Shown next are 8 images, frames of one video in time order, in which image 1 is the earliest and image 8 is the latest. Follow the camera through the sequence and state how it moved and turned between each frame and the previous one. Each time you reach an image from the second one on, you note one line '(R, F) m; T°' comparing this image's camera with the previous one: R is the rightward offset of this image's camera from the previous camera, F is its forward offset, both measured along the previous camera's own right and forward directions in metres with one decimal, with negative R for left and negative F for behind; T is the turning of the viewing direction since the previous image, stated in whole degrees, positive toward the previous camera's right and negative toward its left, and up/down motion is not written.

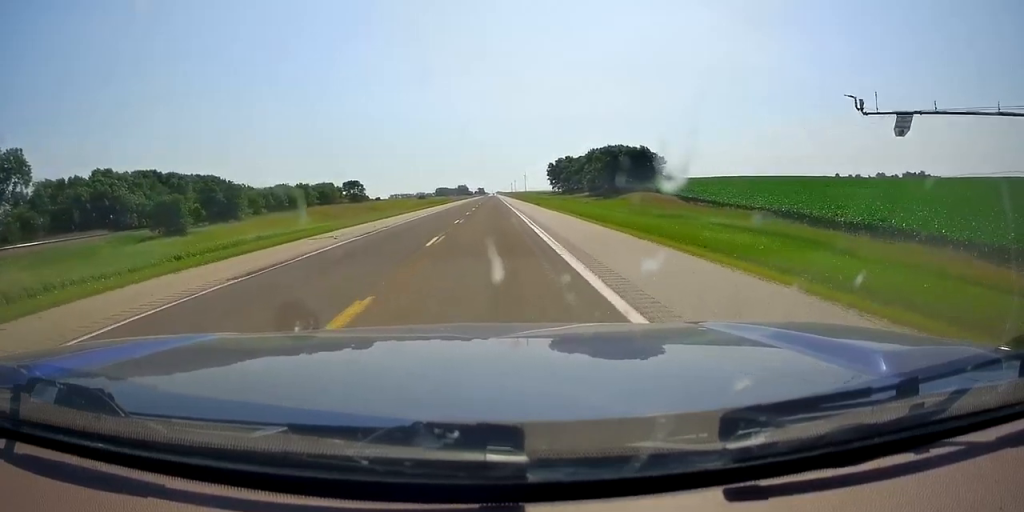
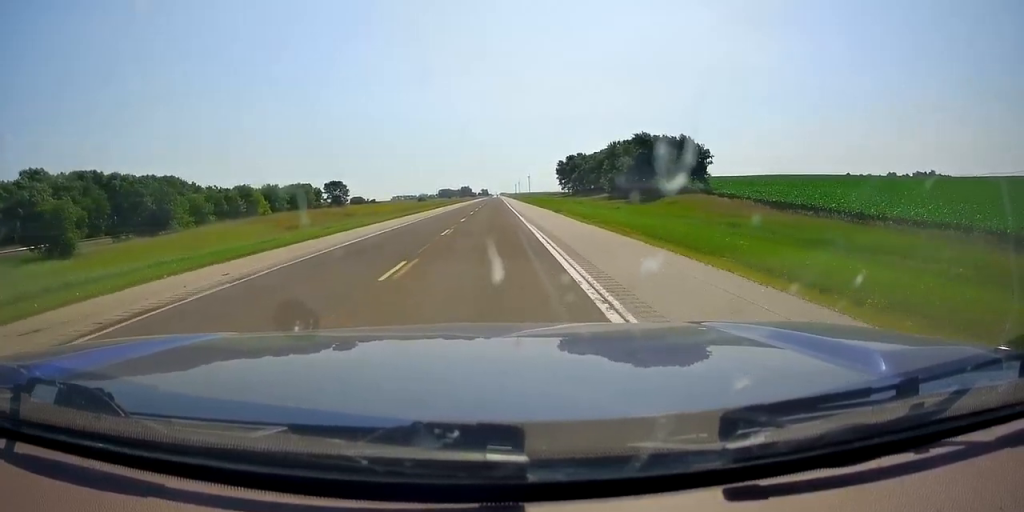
(0.0, +18.9) m; 0°
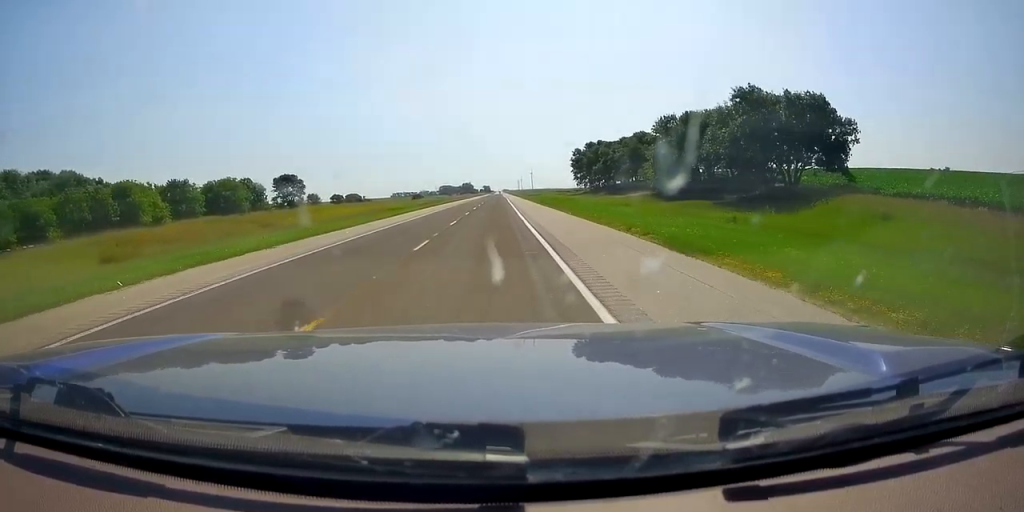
(0.0, +31.2) m; -1°
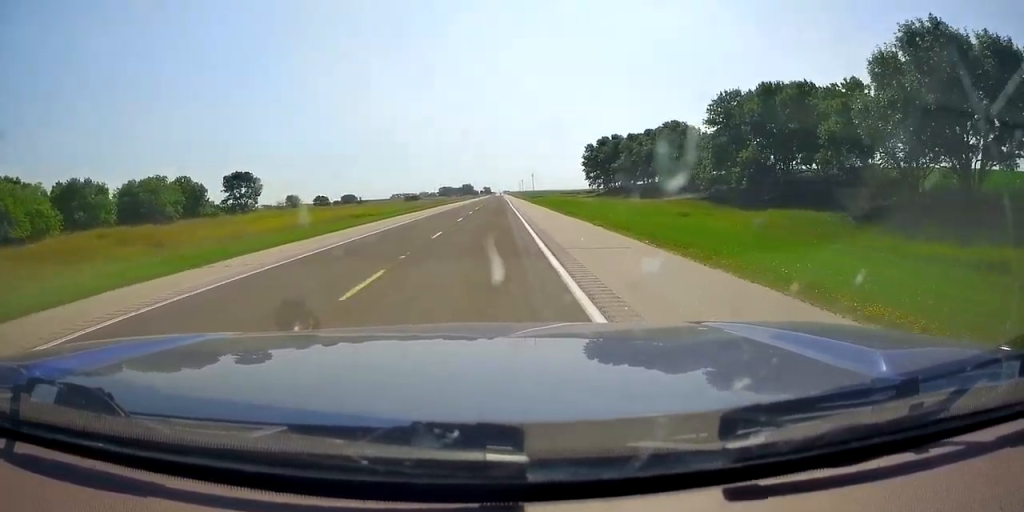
(0.0, +19.5) m; -1°
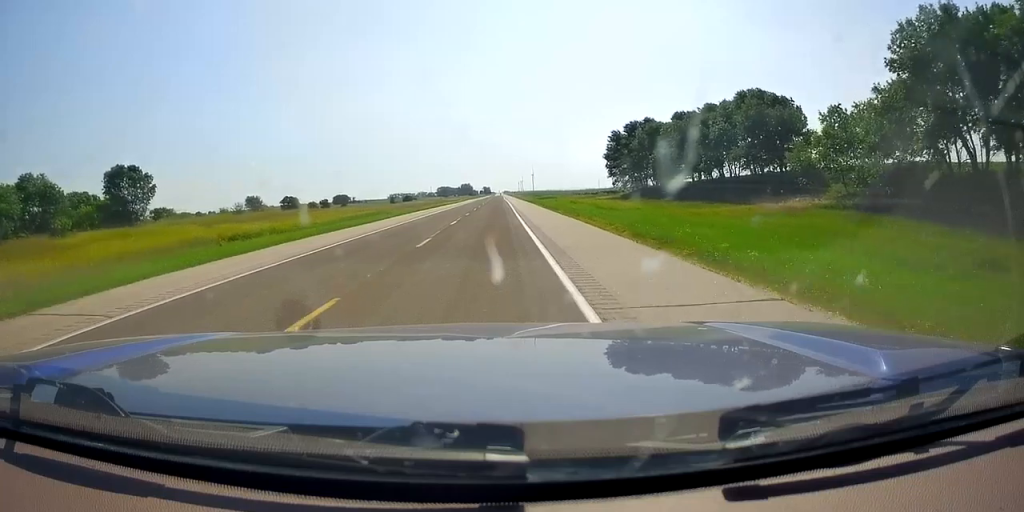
(-0.5, +27.7) m; 0°
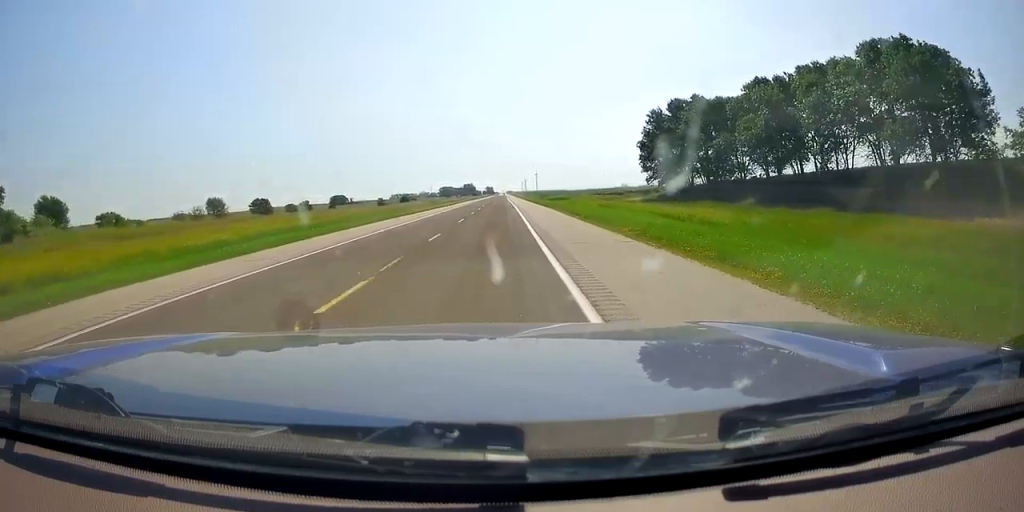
(+0.4, +22.1) m; +1°
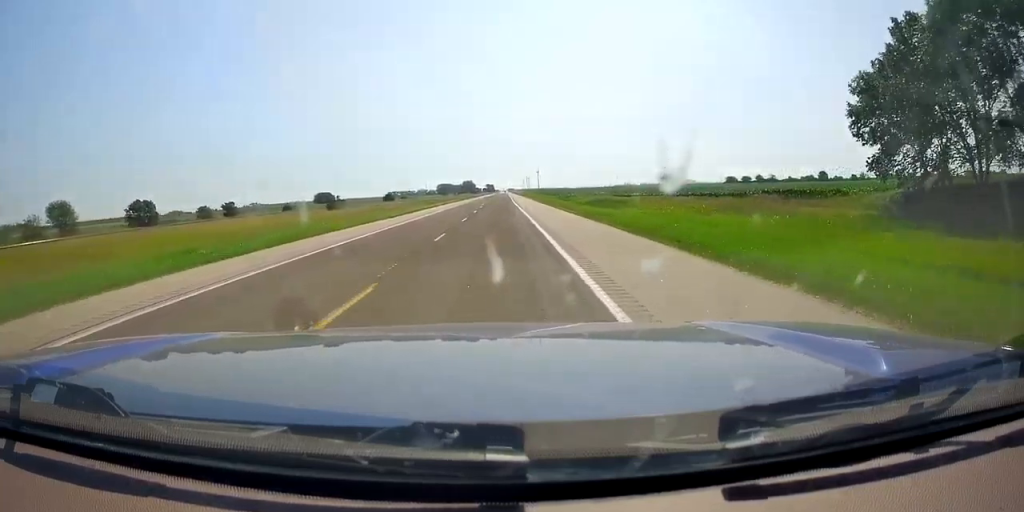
(+0.2, +50.1) m; 0°
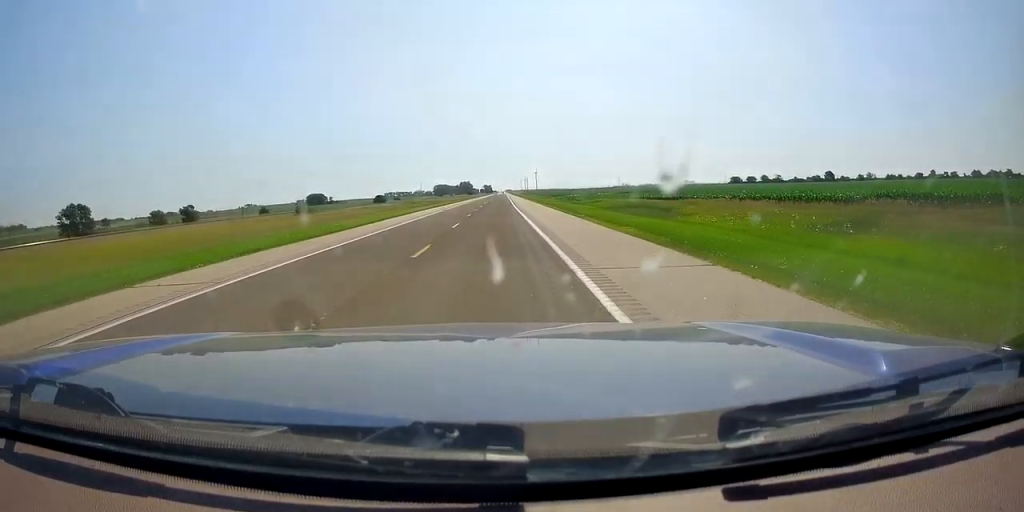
(0.0, +16.6) m; 0°
